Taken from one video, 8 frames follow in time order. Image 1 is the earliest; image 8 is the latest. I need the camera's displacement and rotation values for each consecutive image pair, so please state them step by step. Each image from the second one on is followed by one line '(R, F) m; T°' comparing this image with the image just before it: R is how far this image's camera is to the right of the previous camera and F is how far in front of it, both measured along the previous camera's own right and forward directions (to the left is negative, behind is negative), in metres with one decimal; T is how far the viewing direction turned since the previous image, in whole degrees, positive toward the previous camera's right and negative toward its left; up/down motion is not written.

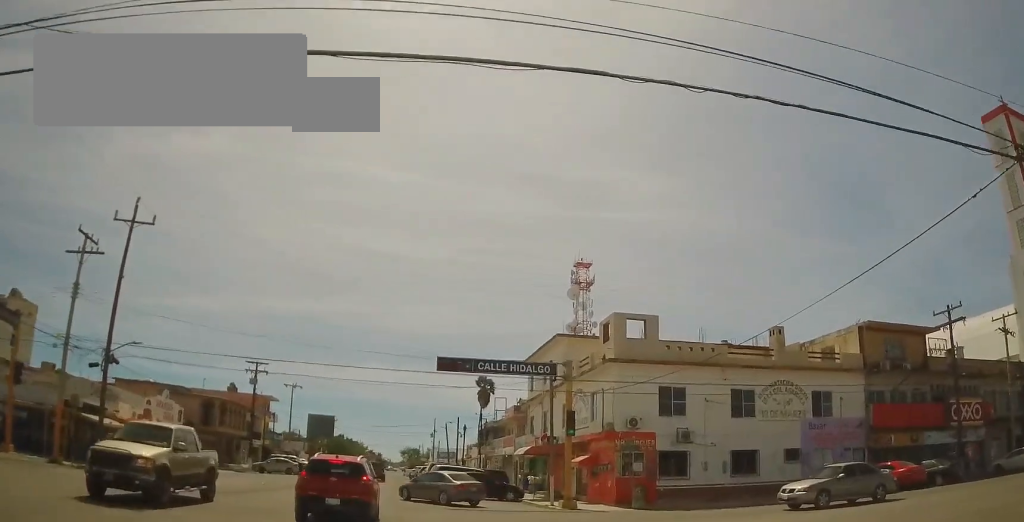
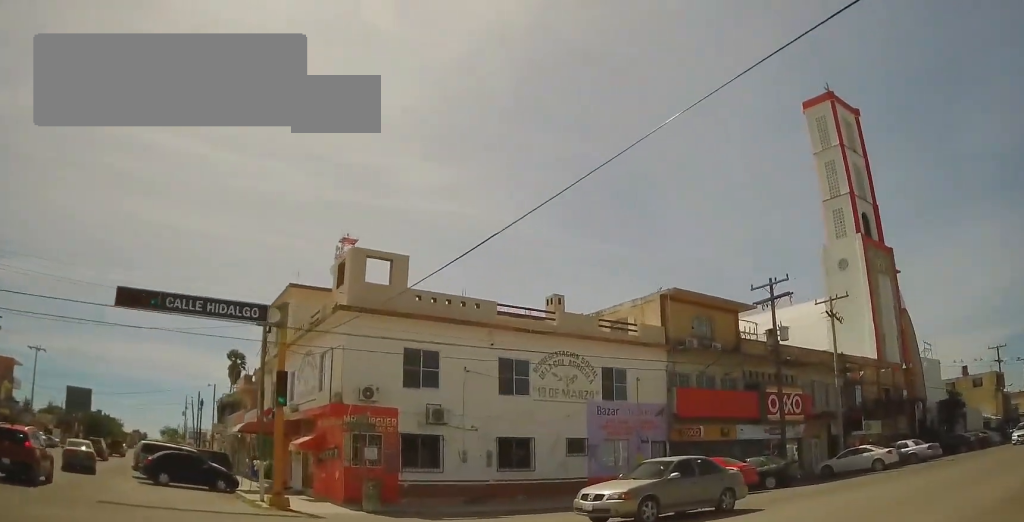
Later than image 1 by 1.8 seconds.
(+2.3, +8.9) m; +21°
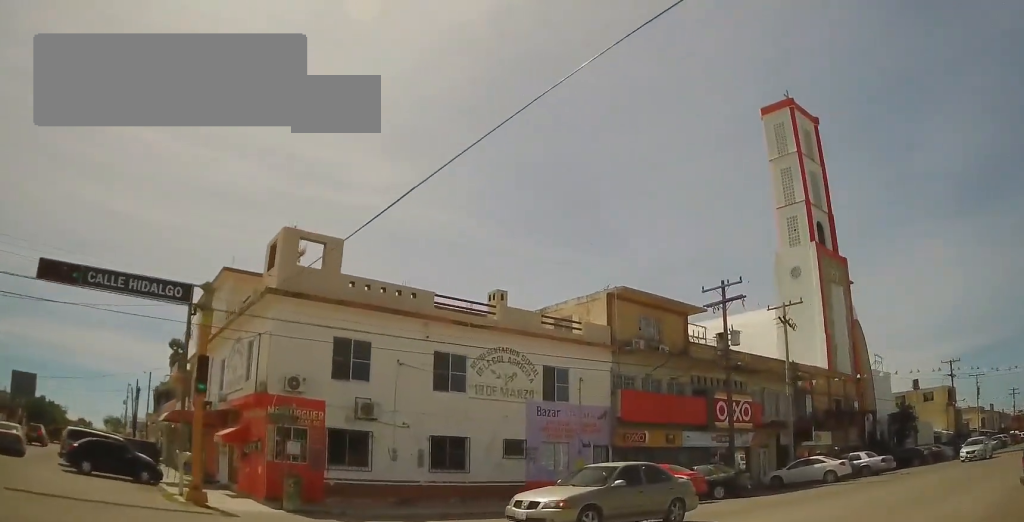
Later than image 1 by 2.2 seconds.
(+0.1, +1.9) m; +2°
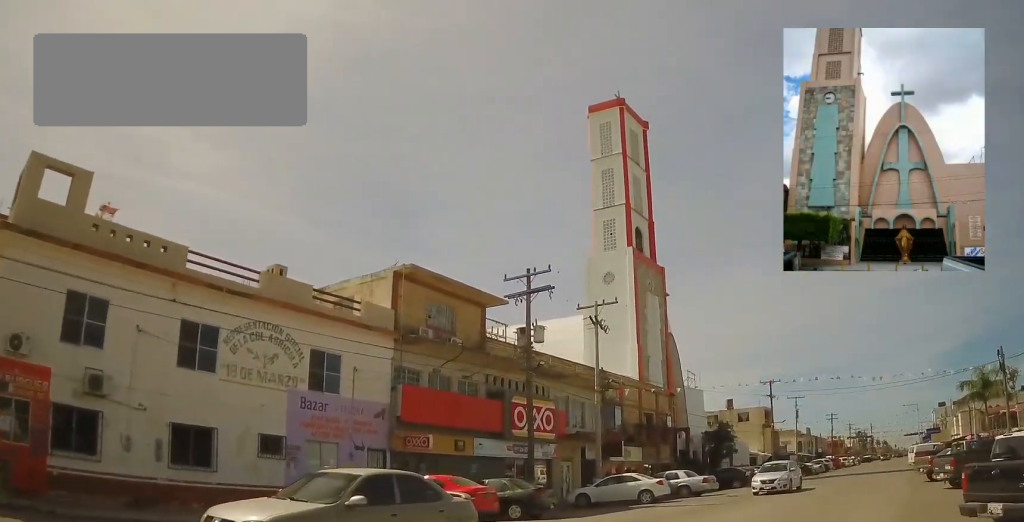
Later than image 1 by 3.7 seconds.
(+0.6, +5.9) m; +7°
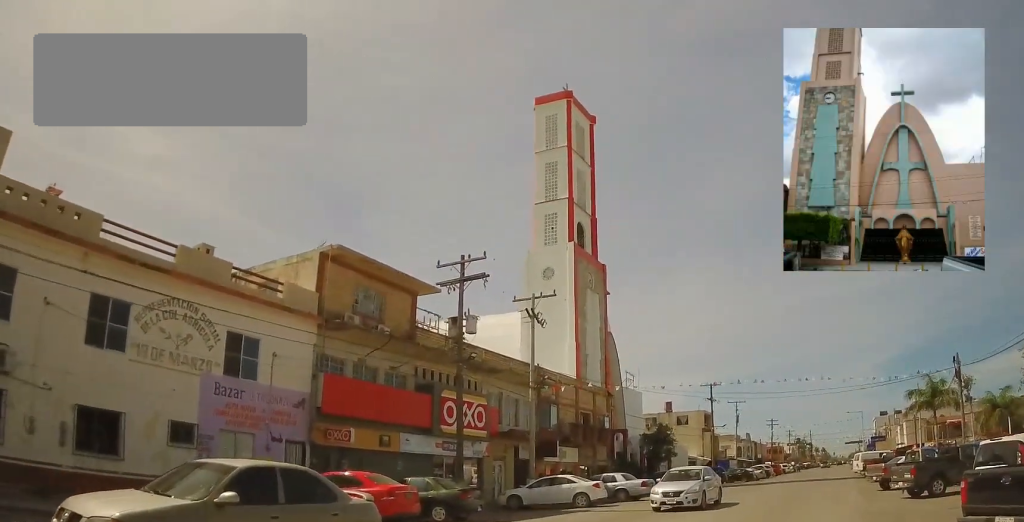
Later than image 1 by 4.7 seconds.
(-0.3, +3.2) m; -2°
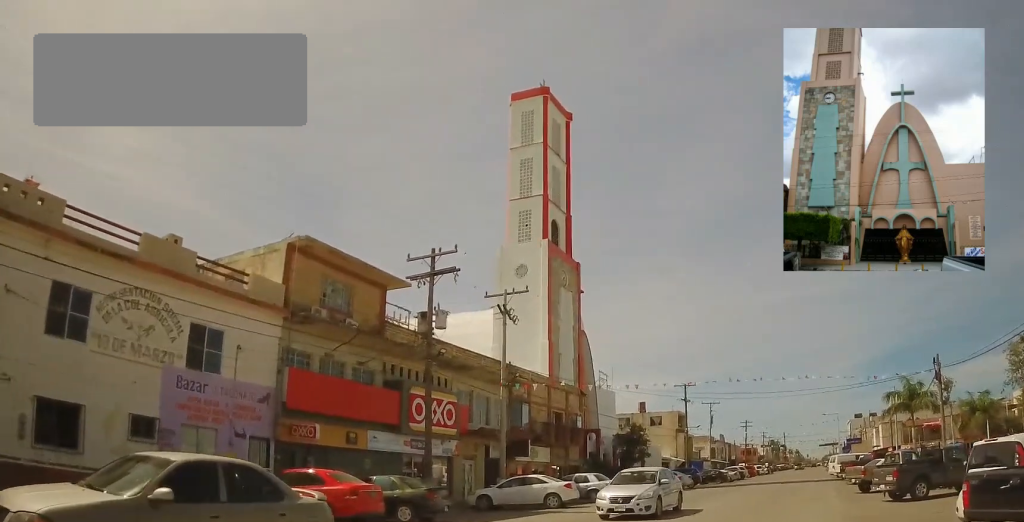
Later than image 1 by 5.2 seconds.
(-0.2, +1.4) m; +1°
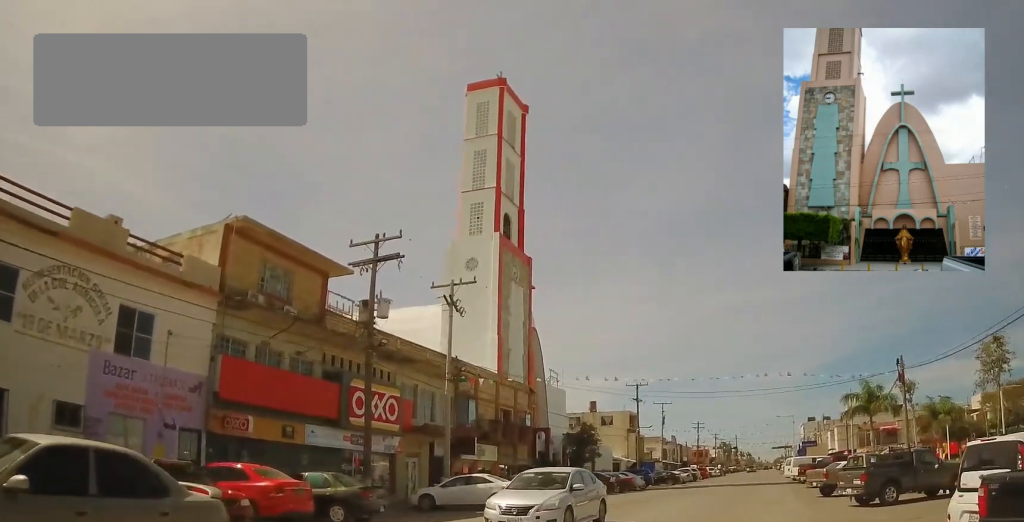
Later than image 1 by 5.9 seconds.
(+0.5, +2.1) m; +14°
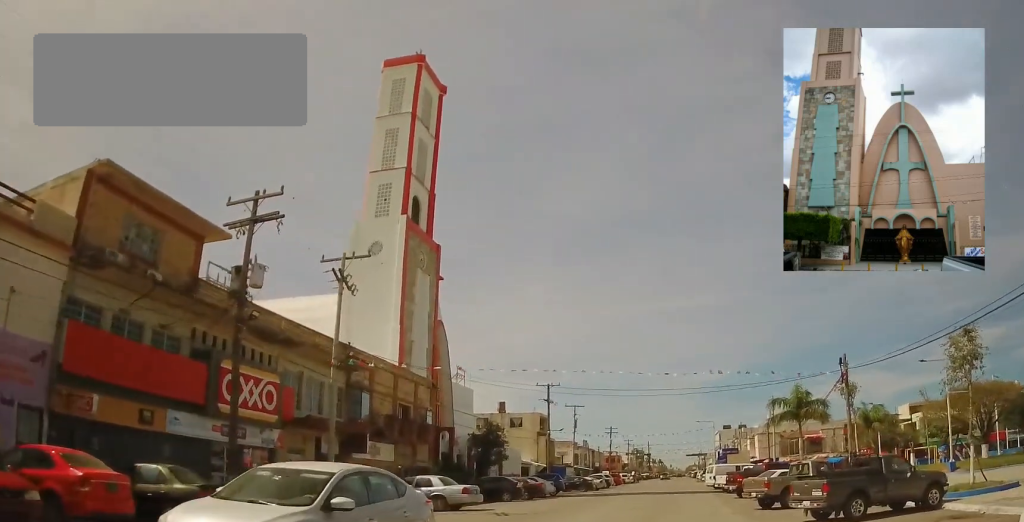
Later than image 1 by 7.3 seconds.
(+0.4, +4.2) m; +10°
